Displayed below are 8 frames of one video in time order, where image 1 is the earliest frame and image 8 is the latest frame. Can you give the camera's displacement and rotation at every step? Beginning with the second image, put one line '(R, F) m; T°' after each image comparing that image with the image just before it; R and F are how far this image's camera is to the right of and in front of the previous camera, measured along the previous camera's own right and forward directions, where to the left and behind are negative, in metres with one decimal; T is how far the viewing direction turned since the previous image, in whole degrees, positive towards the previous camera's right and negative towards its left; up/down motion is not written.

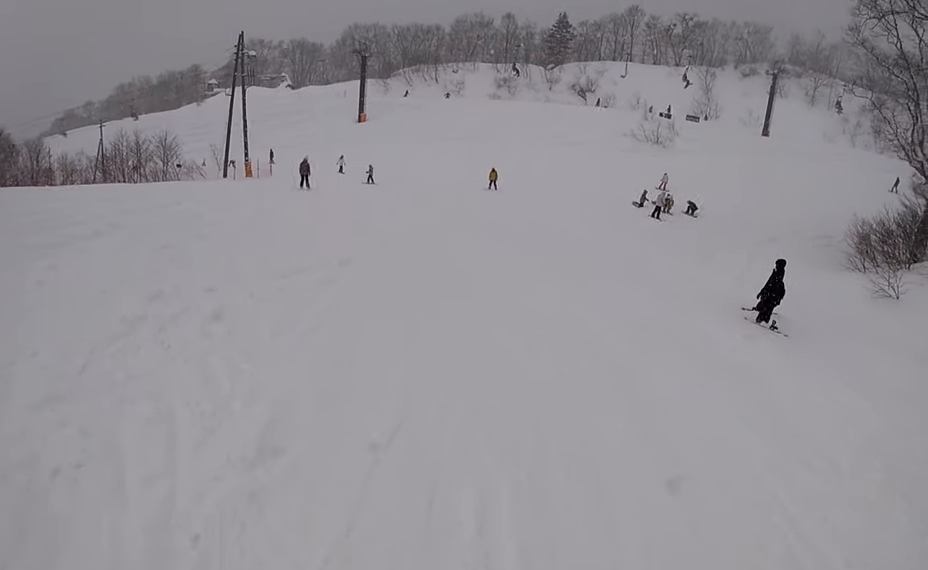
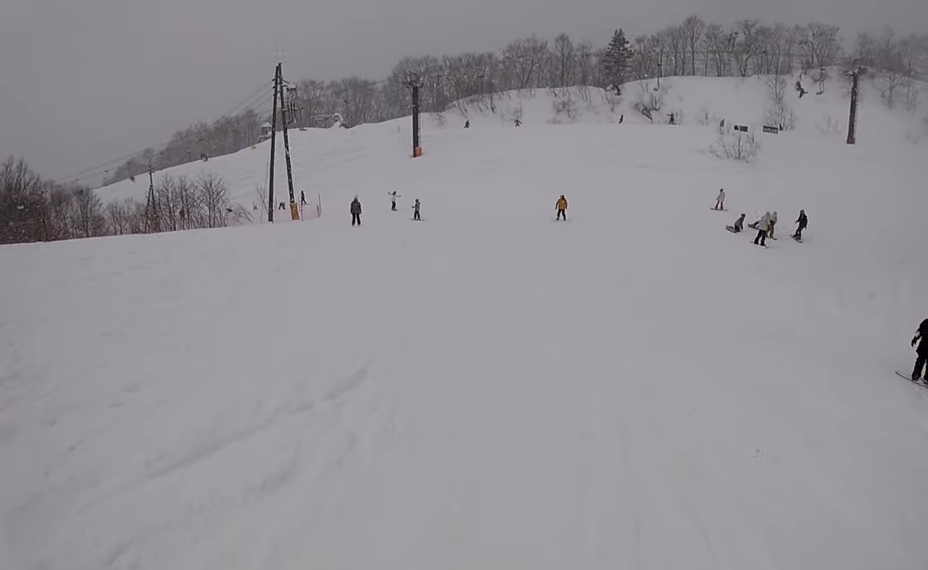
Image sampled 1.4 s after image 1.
(0.0, +5.0) m; -7°
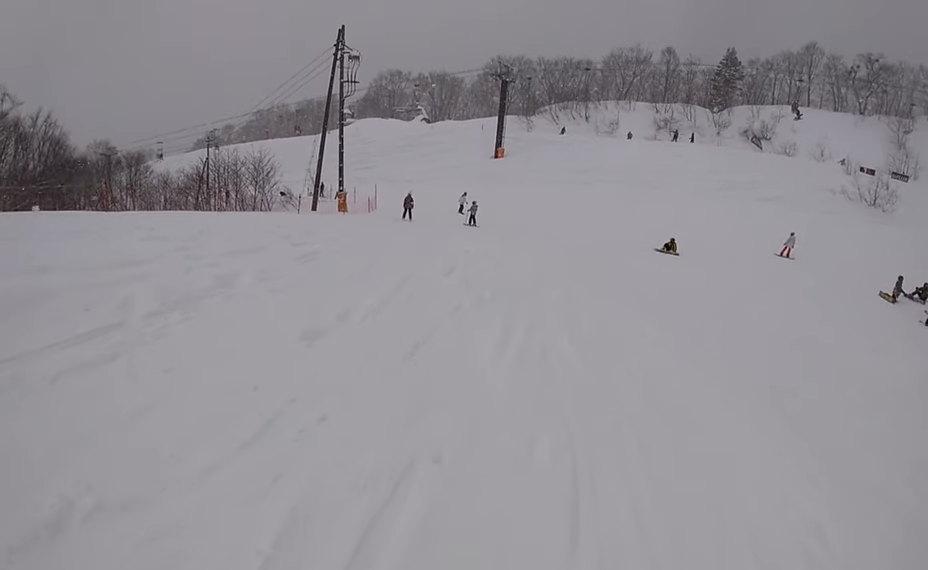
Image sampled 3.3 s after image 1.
(-1.2, +6.5) m; -9°
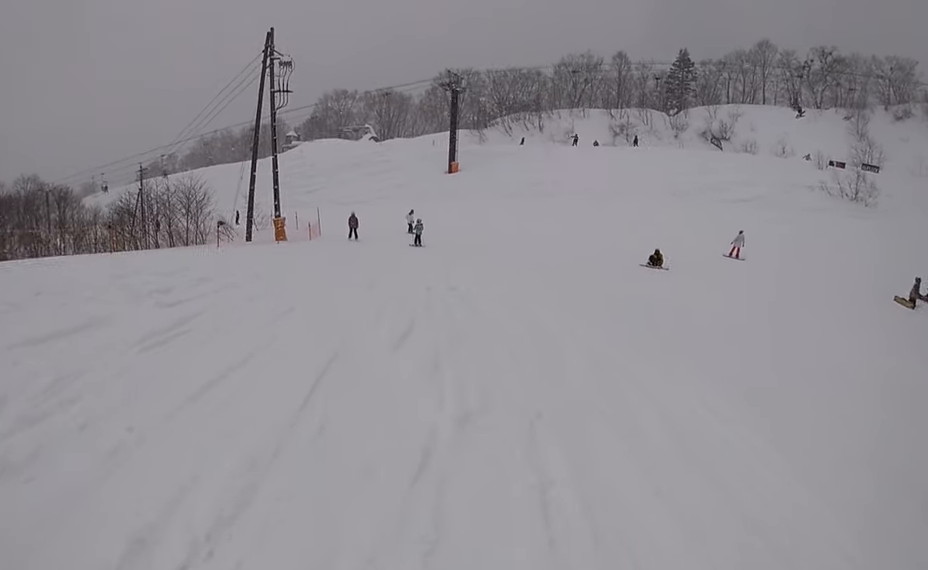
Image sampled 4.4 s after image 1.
(+0.3, +3.7) m; 0°
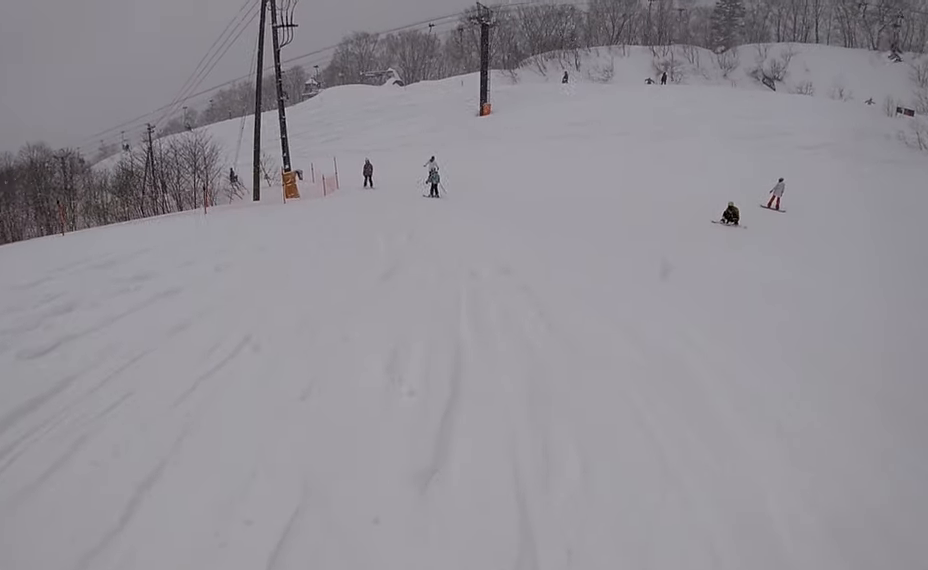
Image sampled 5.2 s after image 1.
(-0.4, +3.2) m; 0°
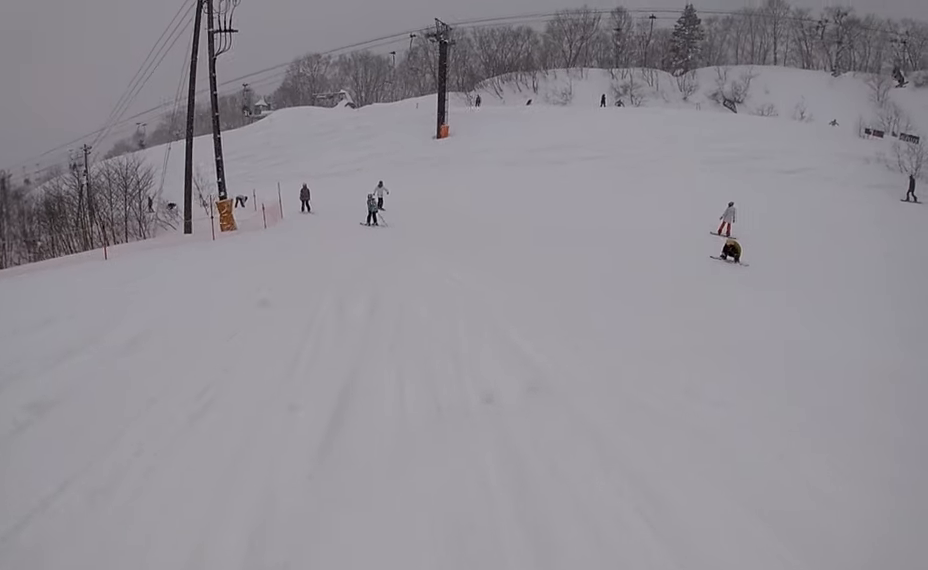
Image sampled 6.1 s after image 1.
(+0.6, +3.3) m; +4°
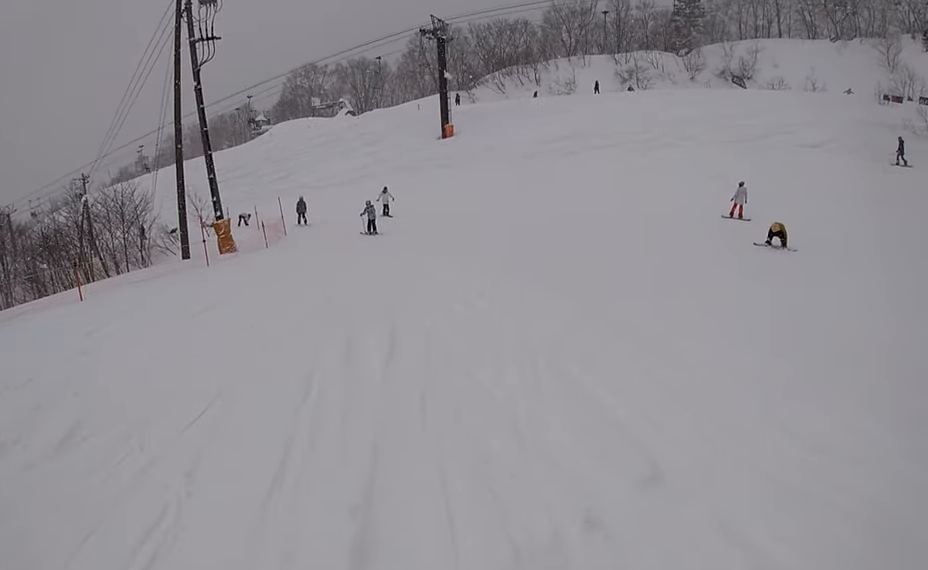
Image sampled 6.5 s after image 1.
(-0.2, +1.9) m; -6°
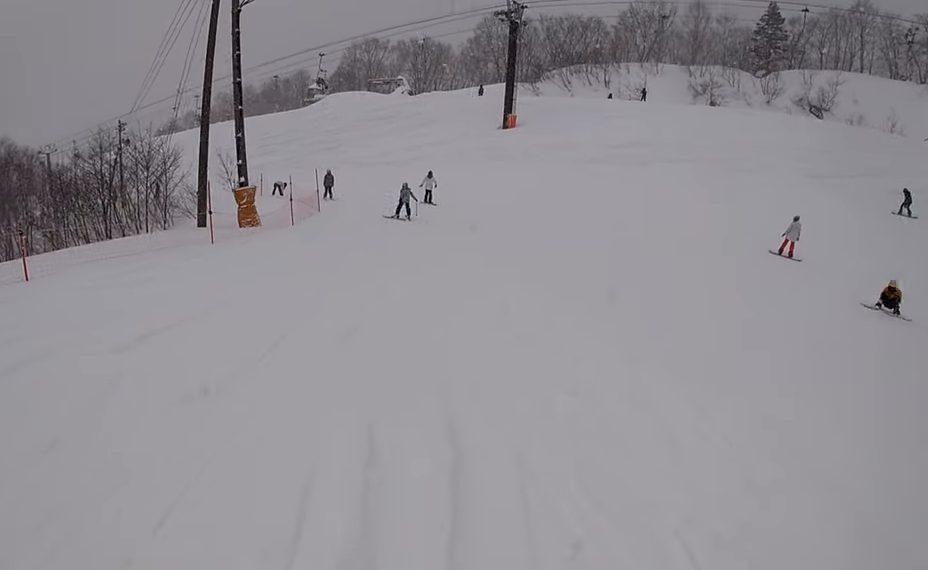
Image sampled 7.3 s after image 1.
(-0.3, +3.3) m; -5°
